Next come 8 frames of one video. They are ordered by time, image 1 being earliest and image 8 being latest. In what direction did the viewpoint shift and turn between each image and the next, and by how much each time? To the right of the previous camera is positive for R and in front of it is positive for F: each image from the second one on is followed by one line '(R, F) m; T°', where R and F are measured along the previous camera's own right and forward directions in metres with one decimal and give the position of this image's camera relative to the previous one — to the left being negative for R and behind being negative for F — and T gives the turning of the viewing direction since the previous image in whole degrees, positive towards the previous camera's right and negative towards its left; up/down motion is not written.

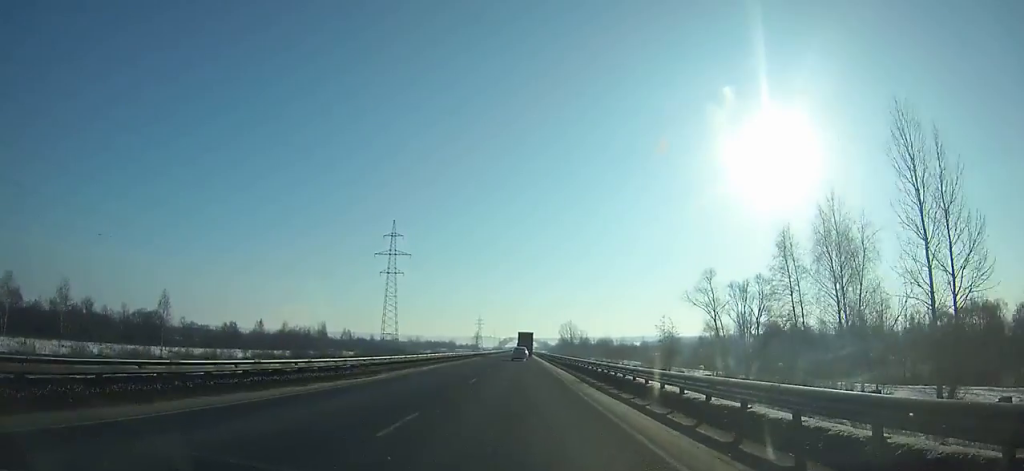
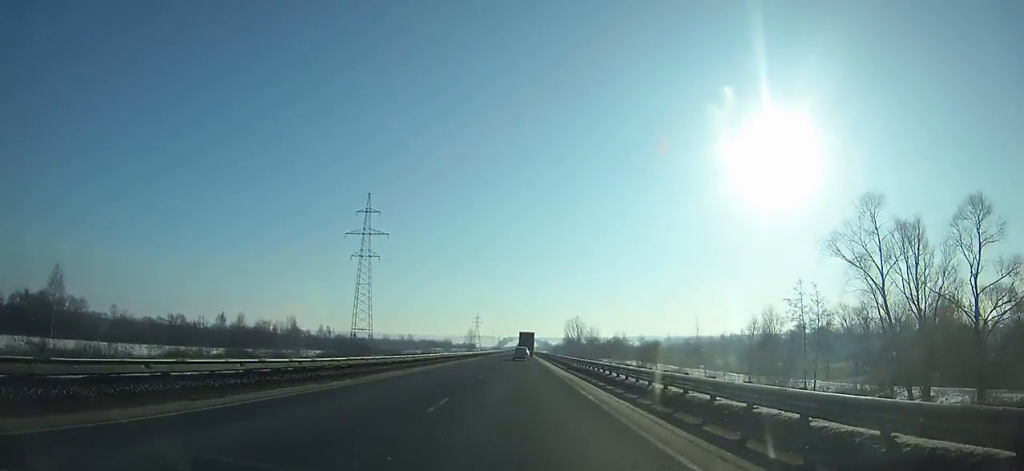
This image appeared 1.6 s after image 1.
(-0.1, +36.6) m; 0°
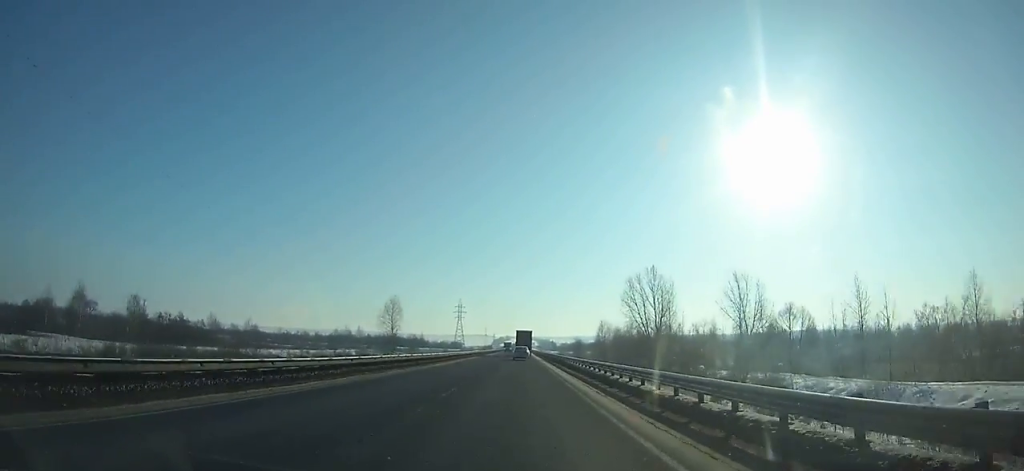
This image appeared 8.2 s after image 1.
(+0.1, +152.7) m; 0°
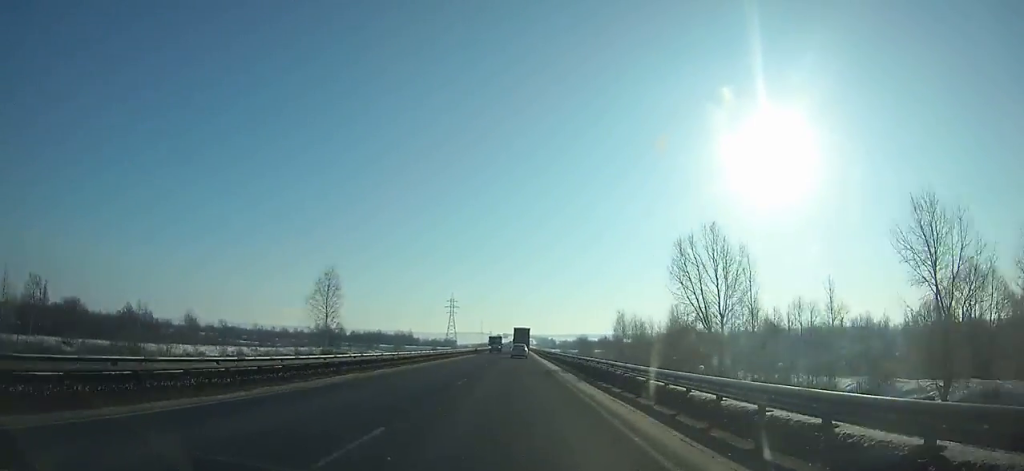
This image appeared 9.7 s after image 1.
(0.0, +34.7) m; 0°
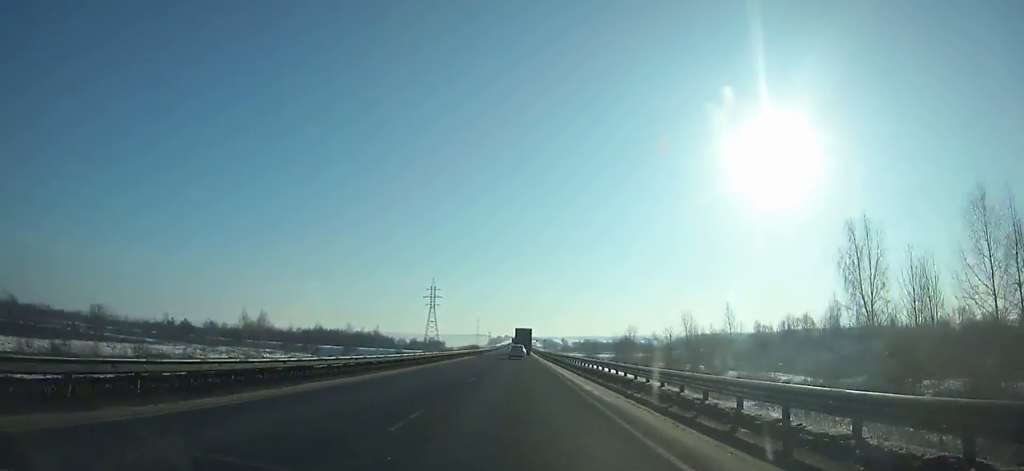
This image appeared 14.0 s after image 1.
(0.0, +98.8) m; 0°
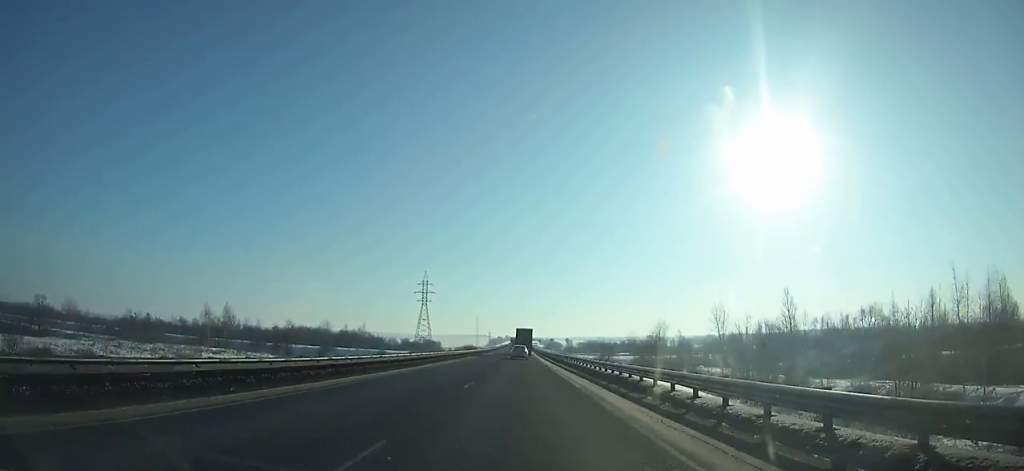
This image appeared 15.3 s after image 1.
(0.0, +29.5) m; 0°
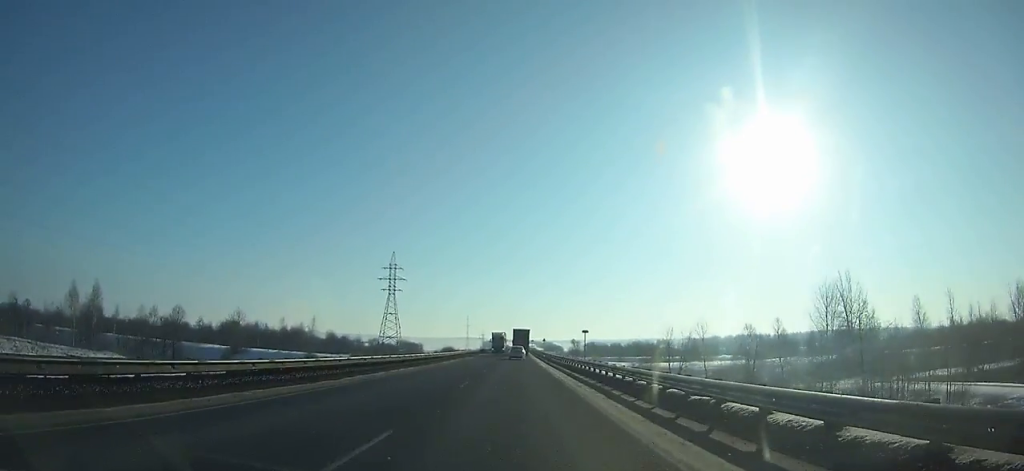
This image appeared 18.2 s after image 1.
(+0.1, +65.1) m; 0°
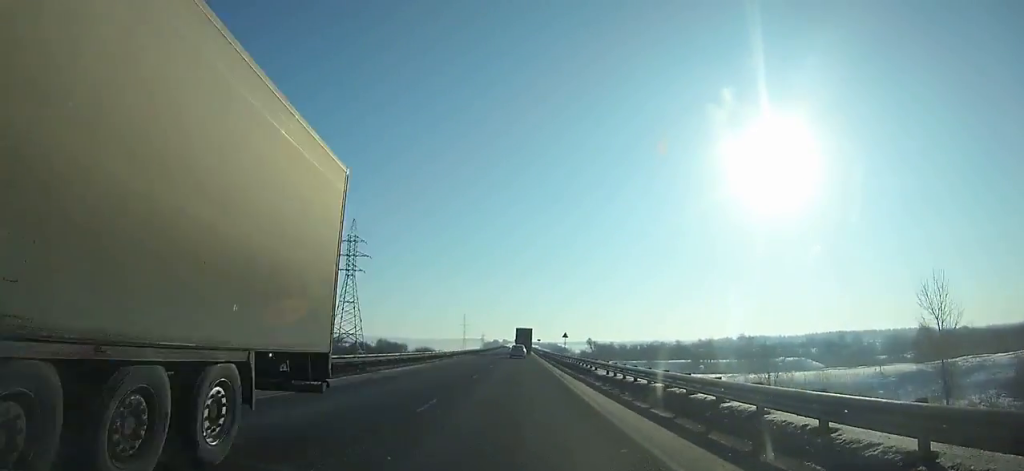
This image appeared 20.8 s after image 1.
(0.0, +58.0) m; 0°
